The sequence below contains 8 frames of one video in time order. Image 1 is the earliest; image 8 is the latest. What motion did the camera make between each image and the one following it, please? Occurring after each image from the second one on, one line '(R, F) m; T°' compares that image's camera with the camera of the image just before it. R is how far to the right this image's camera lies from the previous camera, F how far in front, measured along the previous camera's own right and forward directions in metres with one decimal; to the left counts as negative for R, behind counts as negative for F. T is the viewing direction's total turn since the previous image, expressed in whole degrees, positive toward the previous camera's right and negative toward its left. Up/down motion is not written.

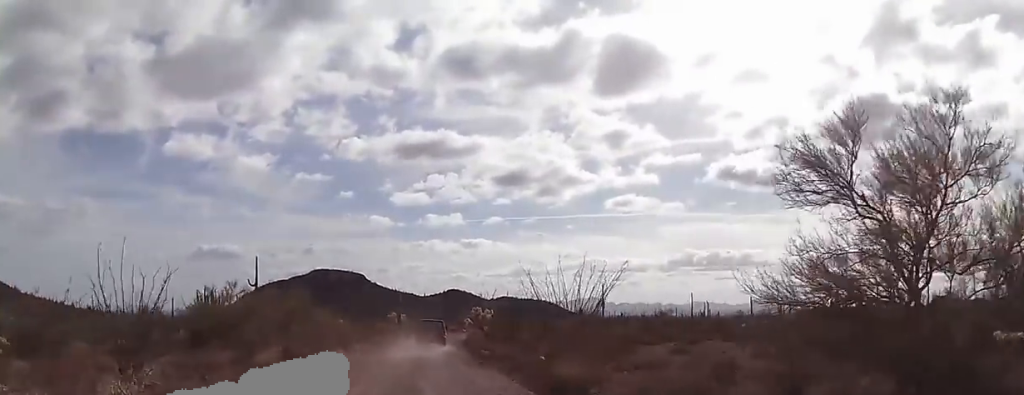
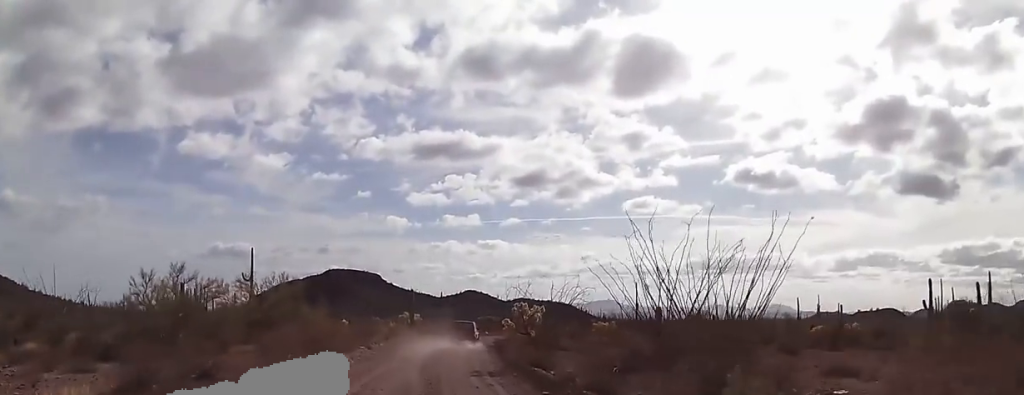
(+0.3, +9.8) m; 0°
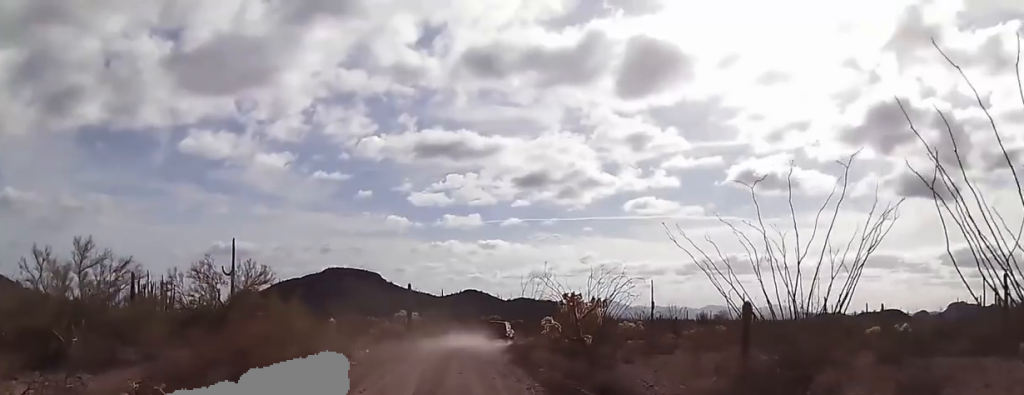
(-0.4, +7.3) m; -3°
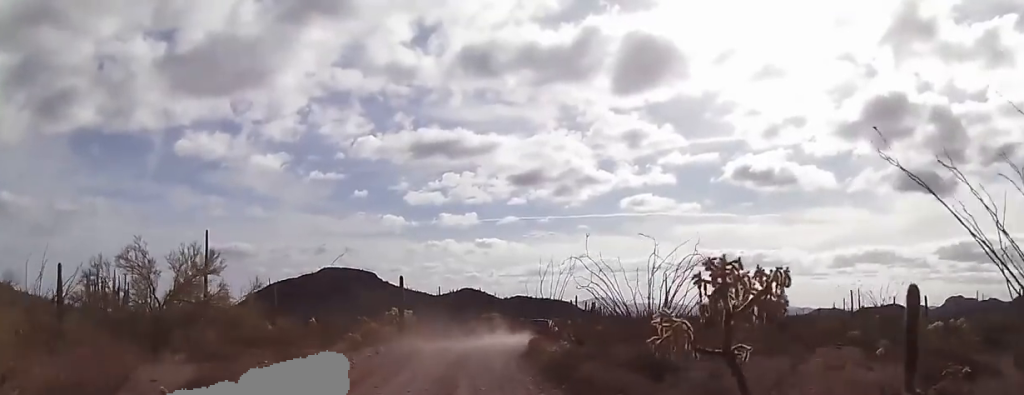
(+0.1, +7.7) m; +4°
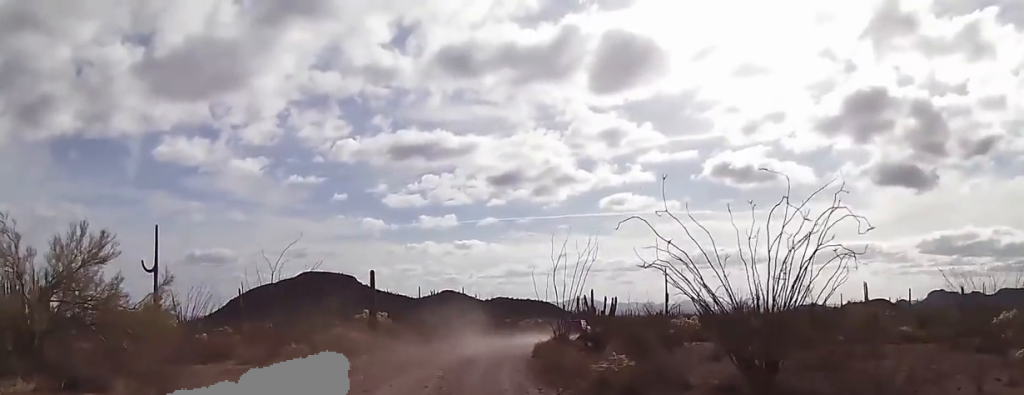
(+0.3, +8.2) m; 0°
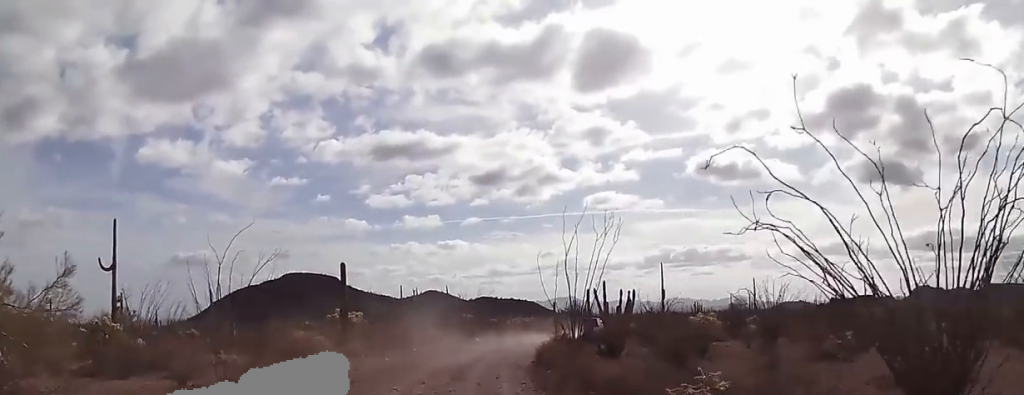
(-0.1, +5.6) m; -1°
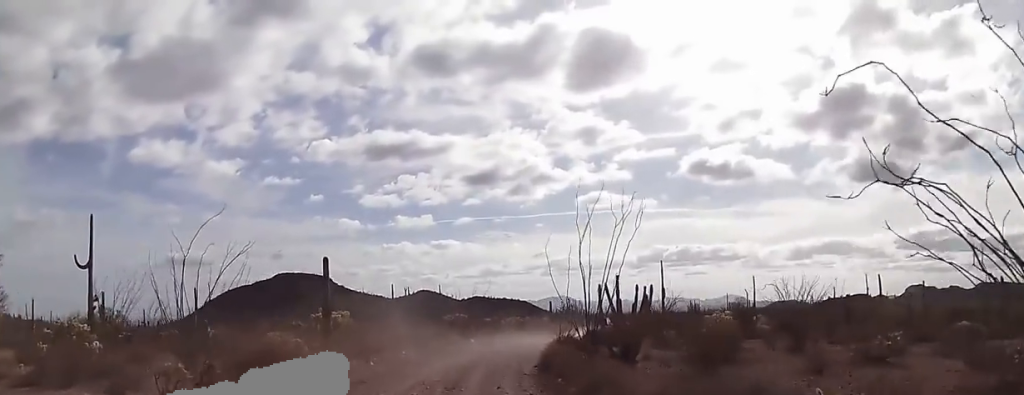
(0.0, +2.9) m; 0°
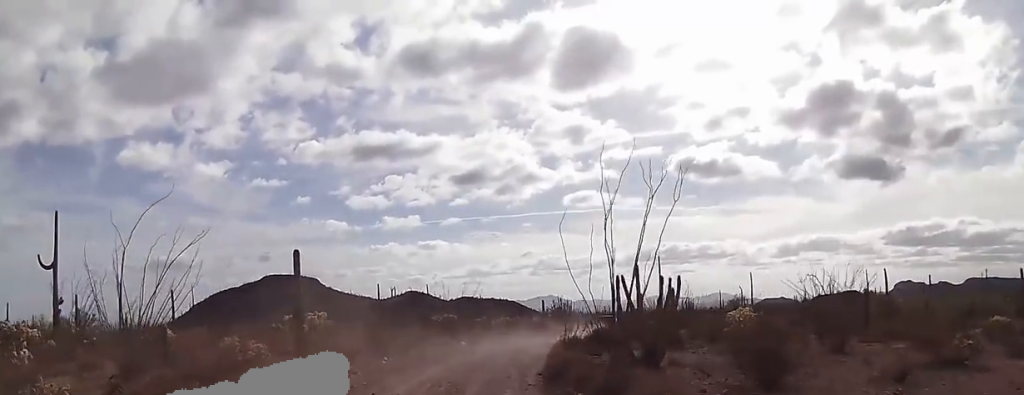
(0.0, +3.9) m; +1°
